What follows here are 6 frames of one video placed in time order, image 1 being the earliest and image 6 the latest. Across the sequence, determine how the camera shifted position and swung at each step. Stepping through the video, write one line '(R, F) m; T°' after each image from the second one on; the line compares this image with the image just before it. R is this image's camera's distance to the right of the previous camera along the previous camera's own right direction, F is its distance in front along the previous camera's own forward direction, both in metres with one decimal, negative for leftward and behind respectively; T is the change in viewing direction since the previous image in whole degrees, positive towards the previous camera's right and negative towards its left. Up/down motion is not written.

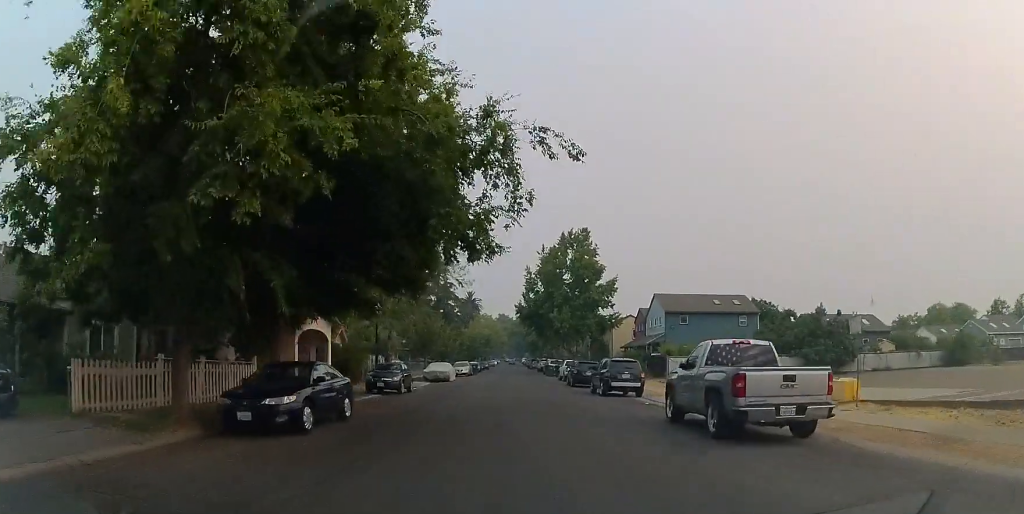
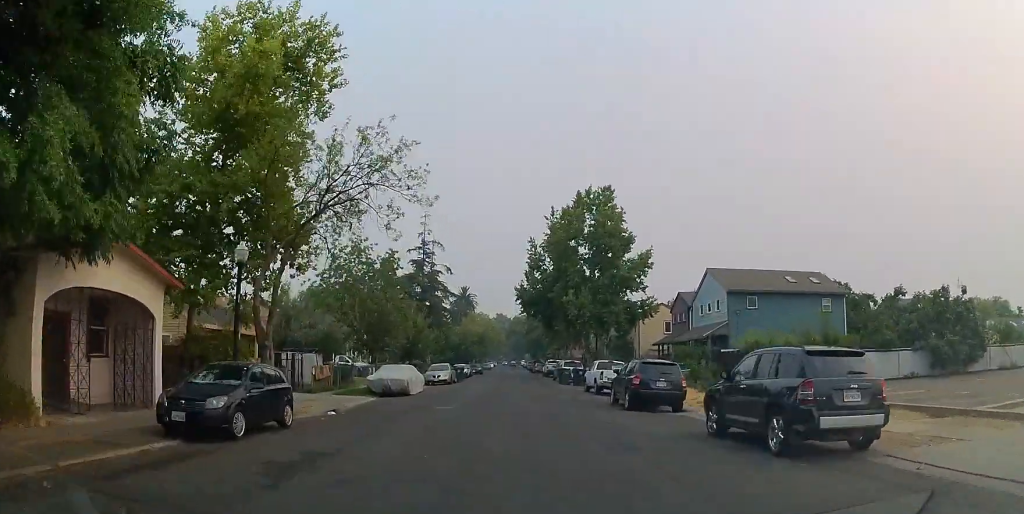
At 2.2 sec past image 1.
(0.0, +16.3) m; 0°
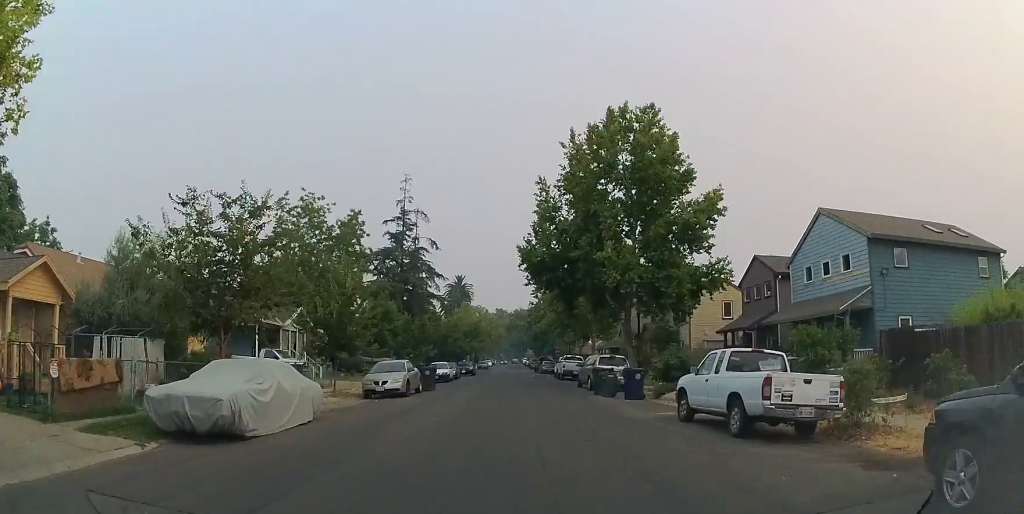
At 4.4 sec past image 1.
(0.0, +16.5) m; 0°
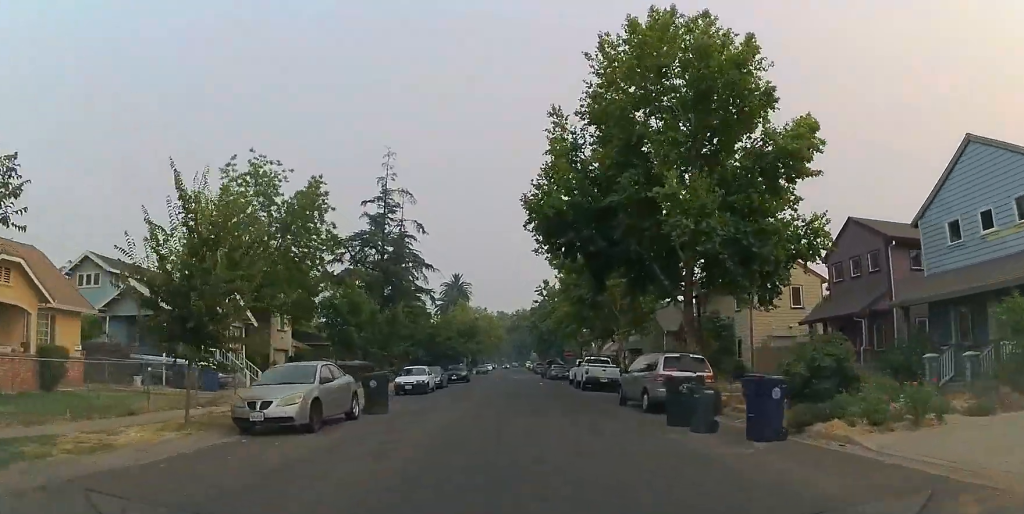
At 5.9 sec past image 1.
(0.0, +10.7) m; 0°
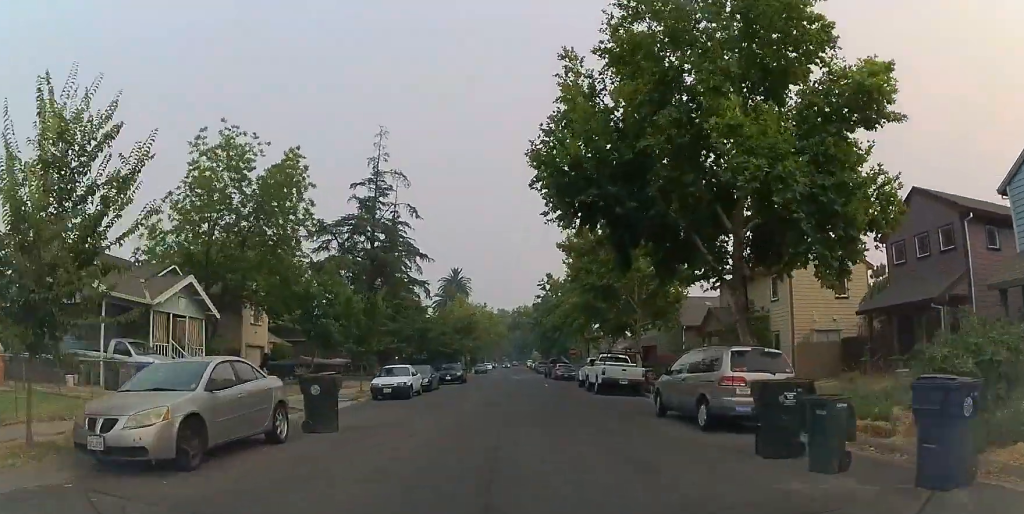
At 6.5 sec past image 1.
(0.0, +4.7) m; +1°
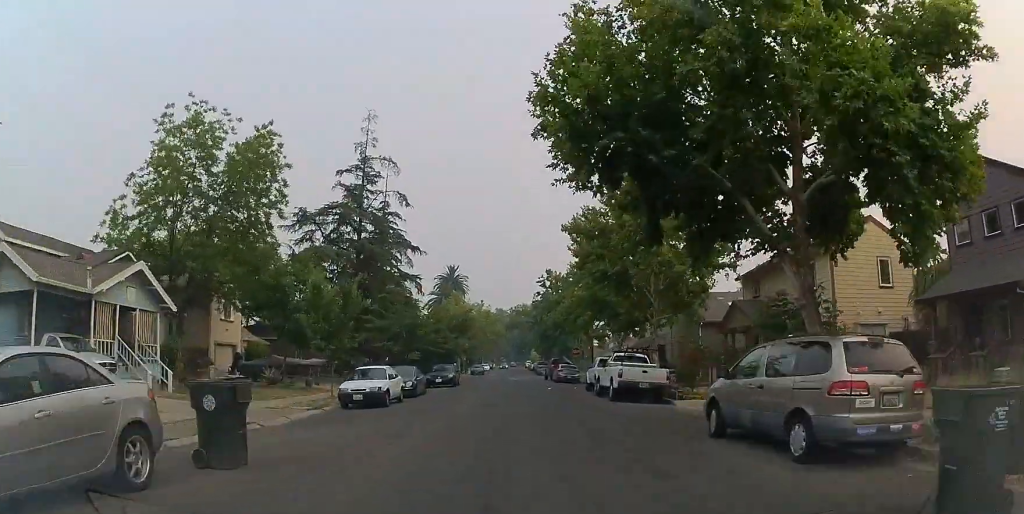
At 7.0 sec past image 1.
(0.0, +4.0) m; +1°
